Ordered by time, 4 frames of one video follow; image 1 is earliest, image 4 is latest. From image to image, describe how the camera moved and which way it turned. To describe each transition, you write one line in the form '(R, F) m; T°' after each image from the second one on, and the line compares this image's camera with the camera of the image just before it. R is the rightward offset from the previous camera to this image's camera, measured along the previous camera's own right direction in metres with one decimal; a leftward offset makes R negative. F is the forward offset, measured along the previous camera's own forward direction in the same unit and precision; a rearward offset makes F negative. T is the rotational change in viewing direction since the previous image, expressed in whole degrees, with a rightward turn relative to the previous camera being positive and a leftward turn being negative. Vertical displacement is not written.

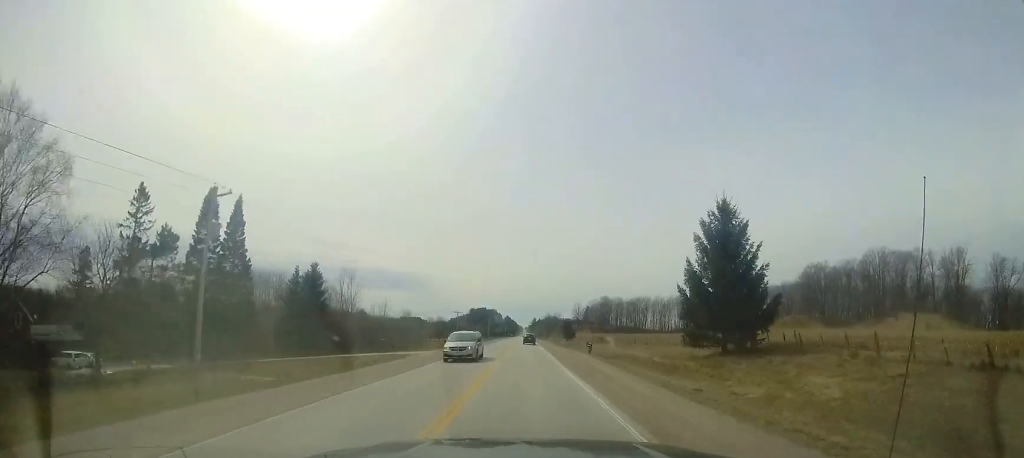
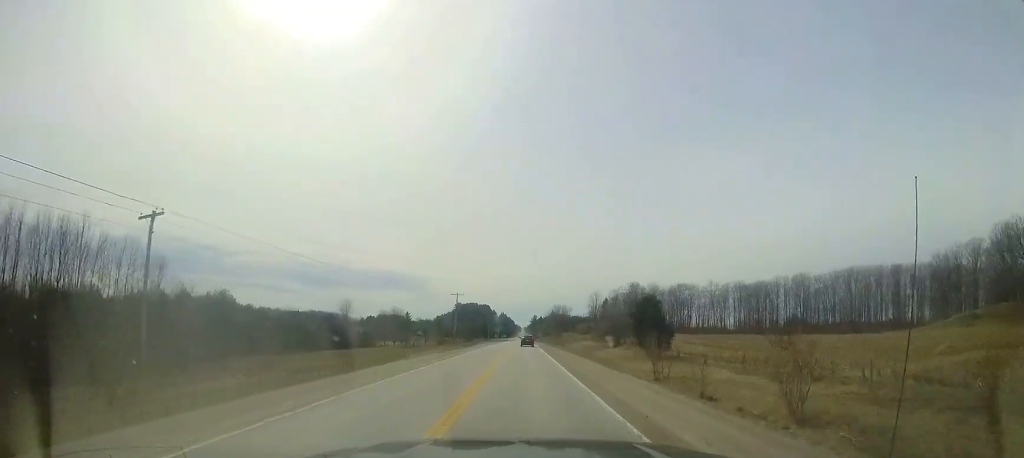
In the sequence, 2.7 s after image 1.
(-0.2, +74.2) m; 0°
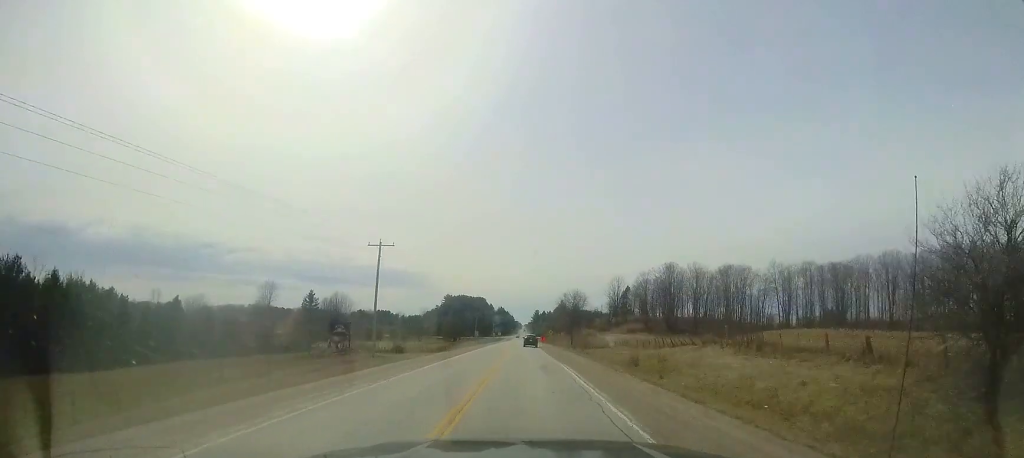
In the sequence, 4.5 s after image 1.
(+0.6, +46.9) m; +1°
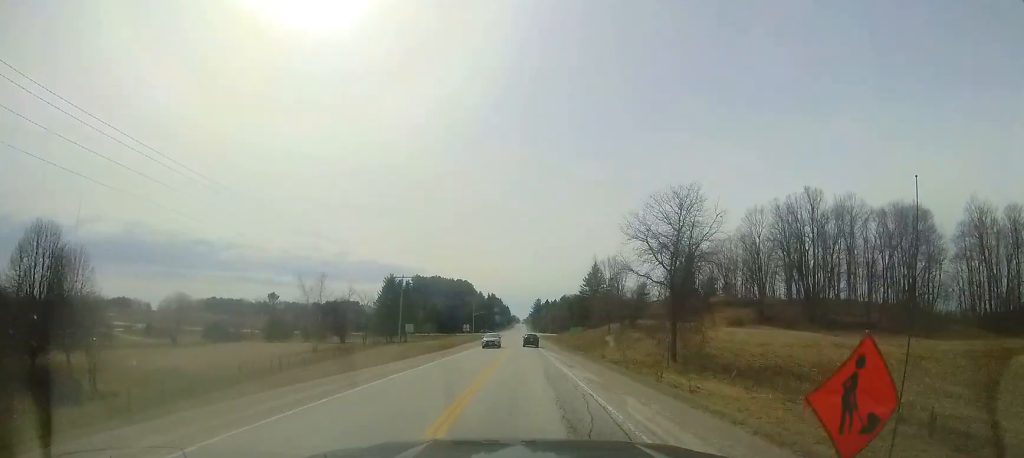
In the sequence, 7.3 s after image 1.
(+0.5, +75.1) m; 0°
